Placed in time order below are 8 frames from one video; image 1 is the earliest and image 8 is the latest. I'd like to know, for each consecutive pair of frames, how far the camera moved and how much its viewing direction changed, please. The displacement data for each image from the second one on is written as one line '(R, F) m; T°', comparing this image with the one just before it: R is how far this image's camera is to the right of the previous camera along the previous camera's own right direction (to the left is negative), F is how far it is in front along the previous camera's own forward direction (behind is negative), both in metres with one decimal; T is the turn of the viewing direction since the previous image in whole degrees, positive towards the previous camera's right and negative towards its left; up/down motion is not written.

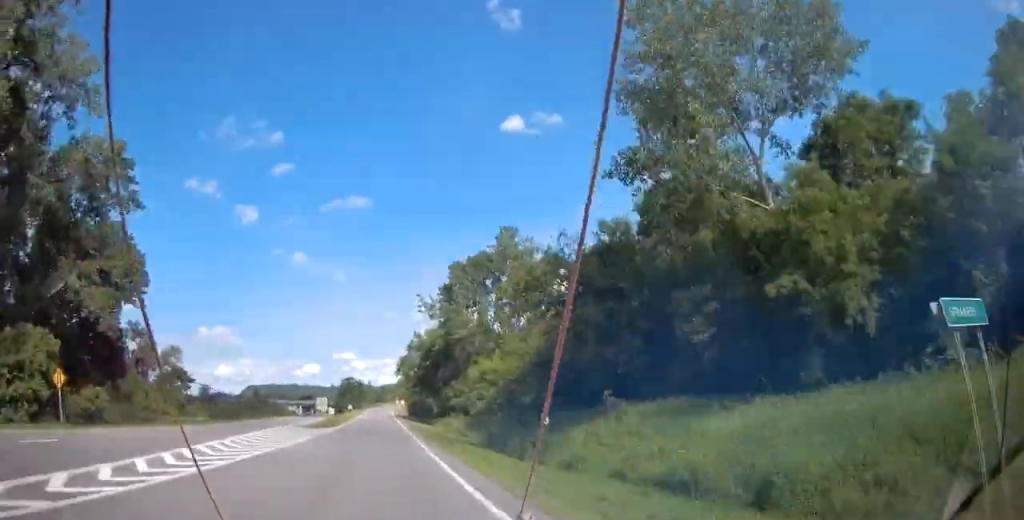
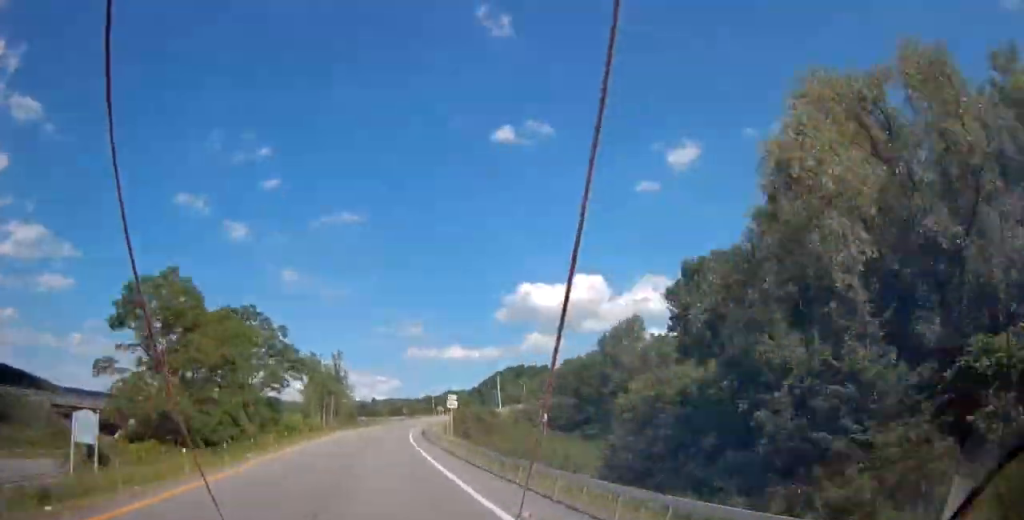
(-0.5, +163.5) m; +3°
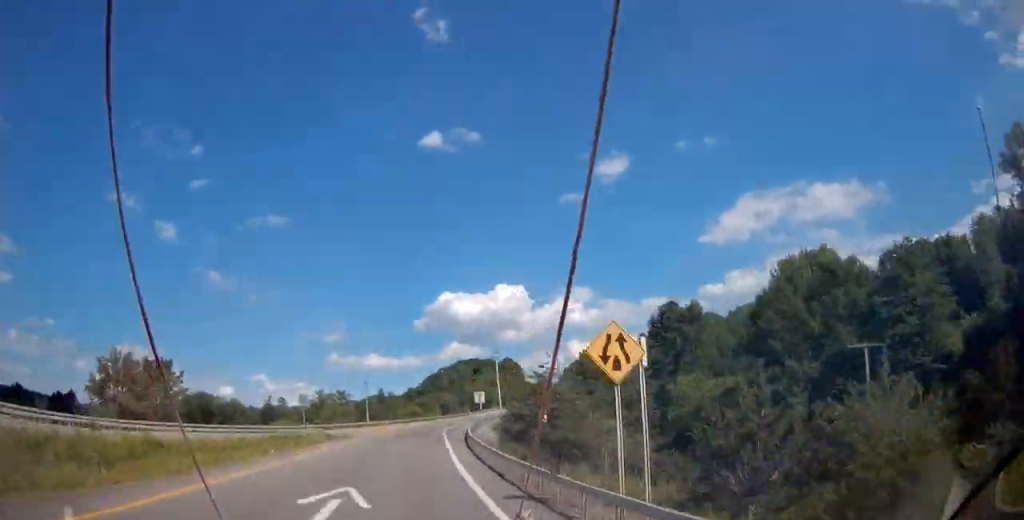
(+5.9, +101.3) m; +10°
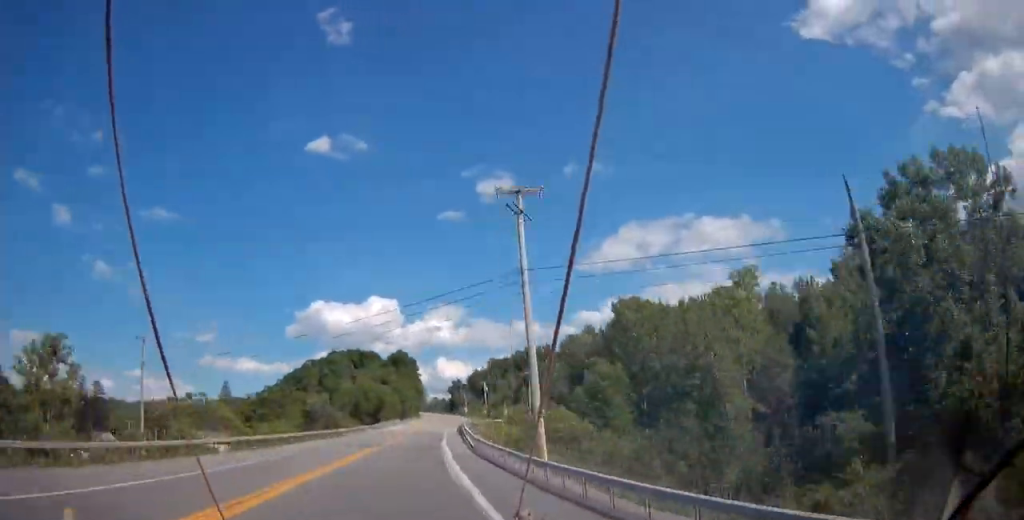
(+10.5, +86.4) m; +11°
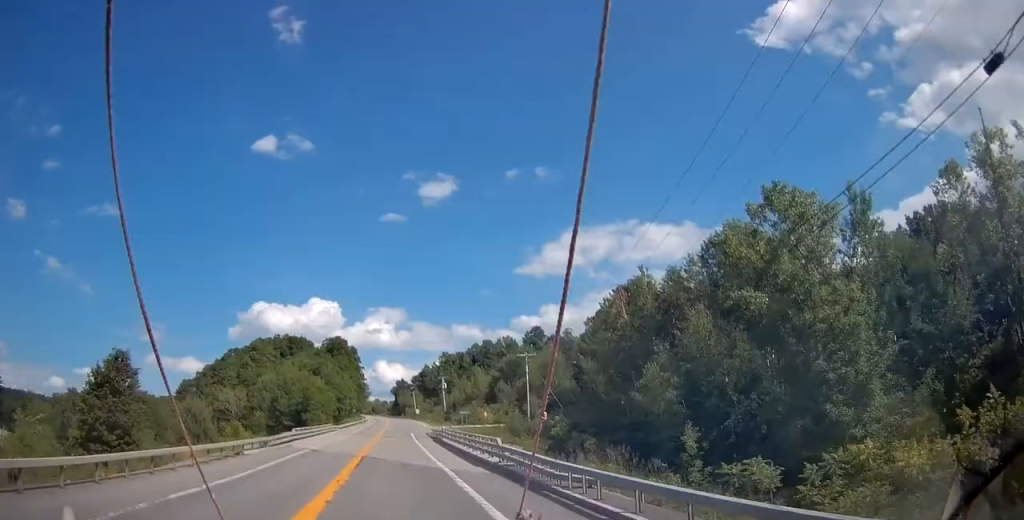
(+2.6, +40.0) m; +2°
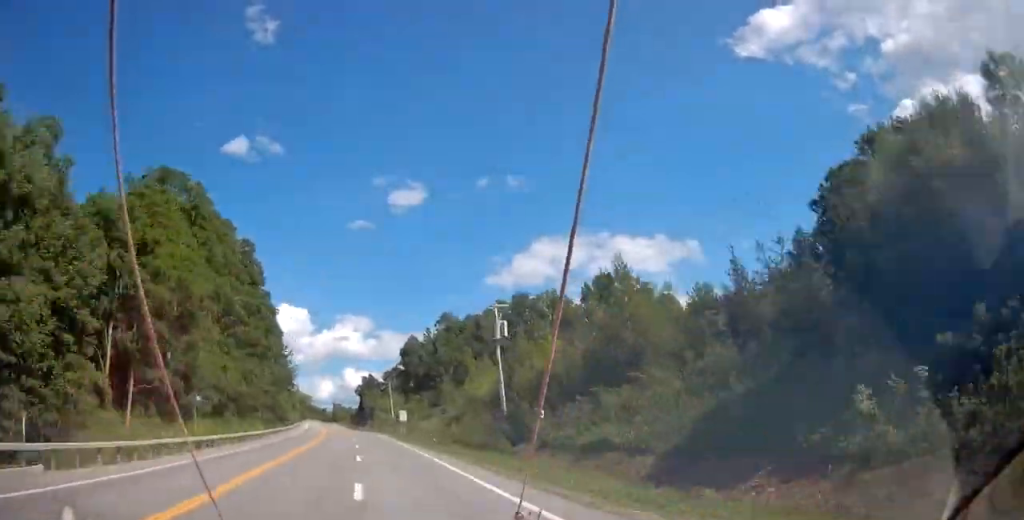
(+5.5, +104.1) m; +1°
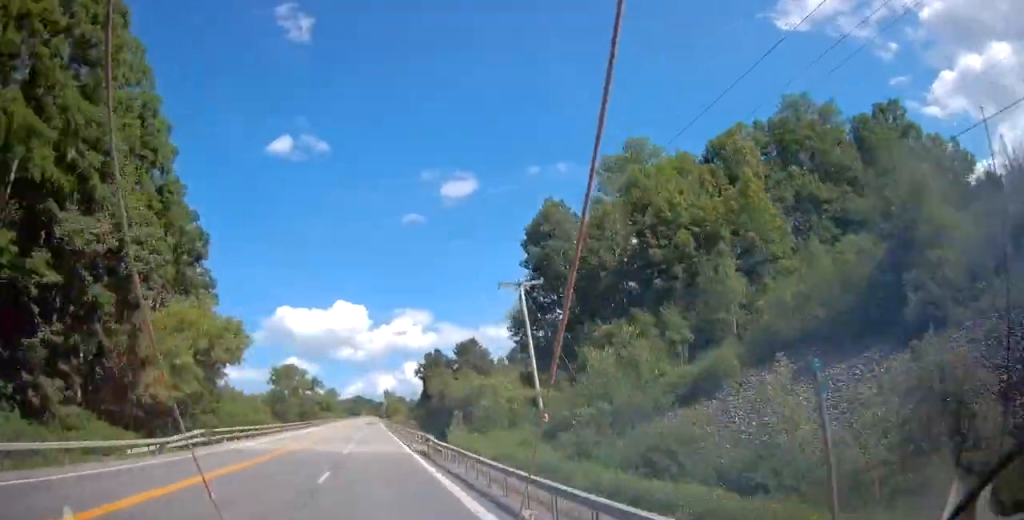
(-1.2, +81.3) m; -3°
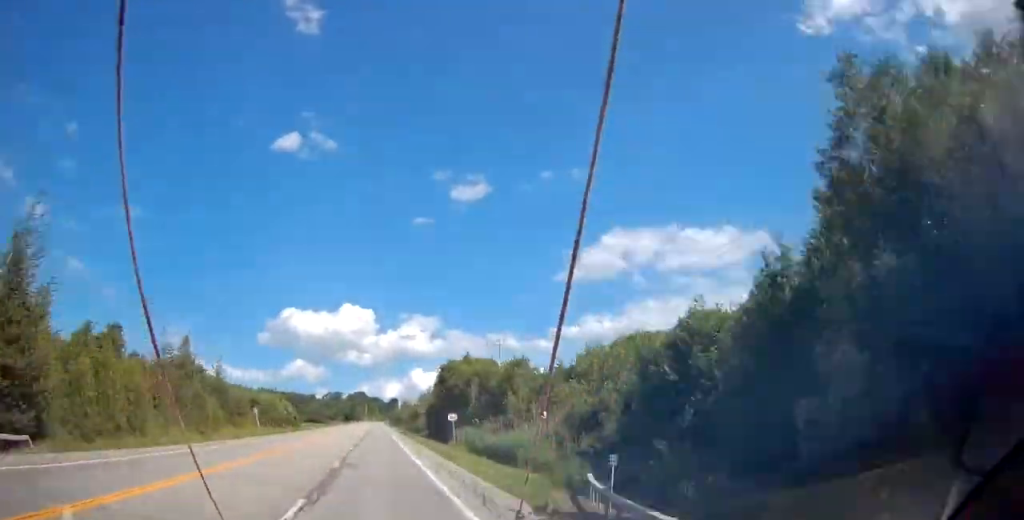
(-6.3, +219.0) m; -1°
